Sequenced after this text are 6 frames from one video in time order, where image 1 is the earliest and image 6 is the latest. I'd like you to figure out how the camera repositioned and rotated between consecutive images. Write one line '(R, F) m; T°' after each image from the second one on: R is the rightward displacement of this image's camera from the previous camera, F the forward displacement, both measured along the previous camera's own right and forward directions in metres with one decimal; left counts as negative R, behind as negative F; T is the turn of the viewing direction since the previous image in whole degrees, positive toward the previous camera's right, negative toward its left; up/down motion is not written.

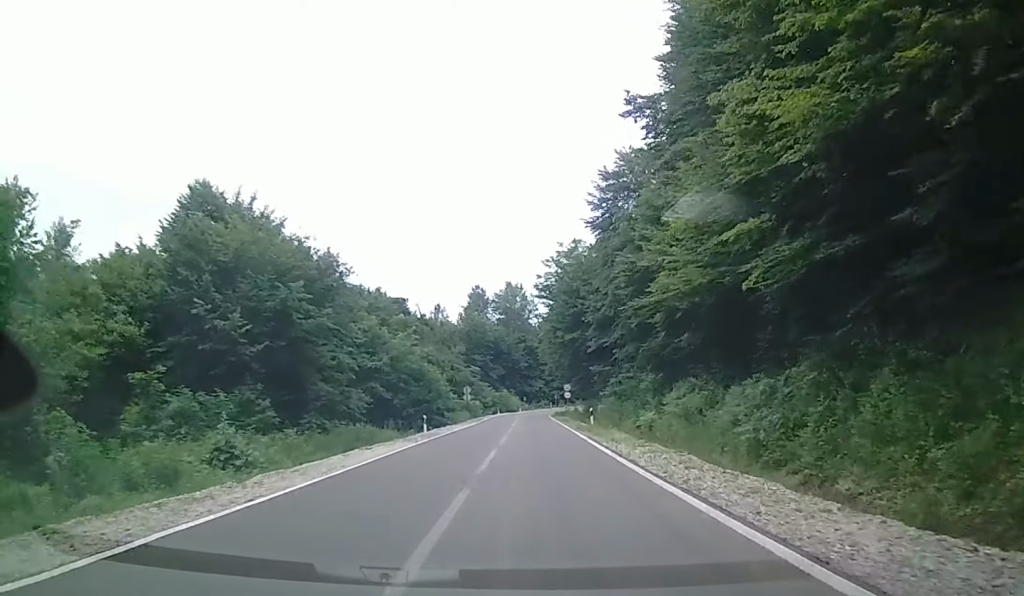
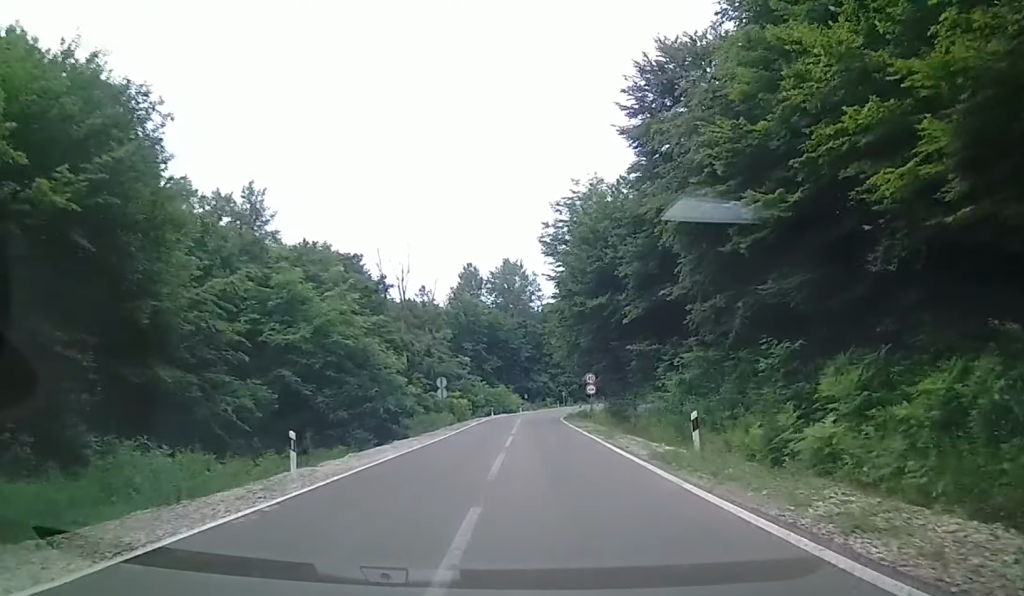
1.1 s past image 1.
(+1.2, +20.6) m; +7°
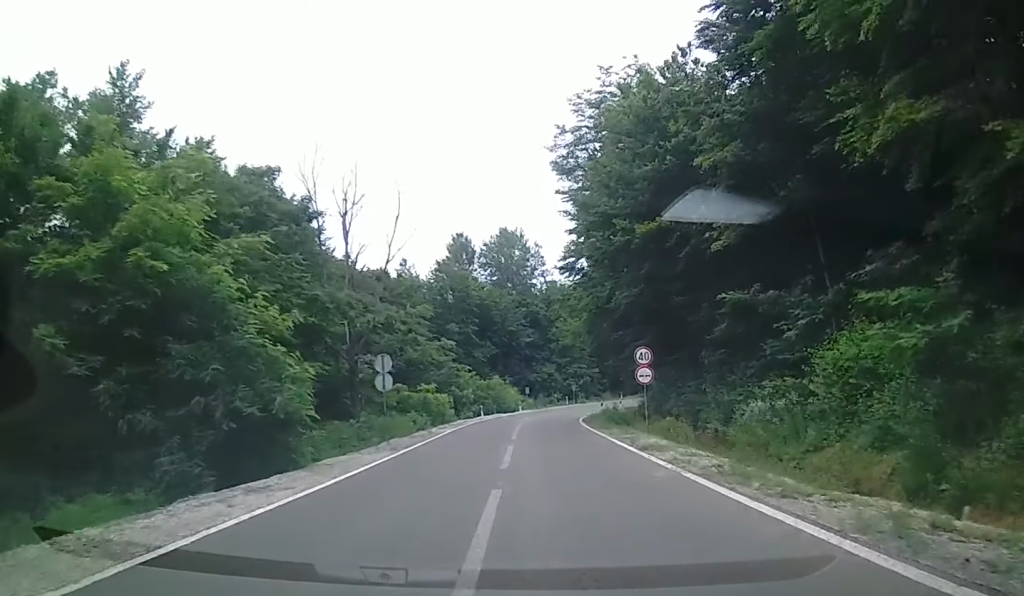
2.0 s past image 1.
(+1.2, +17.3) m; +5°
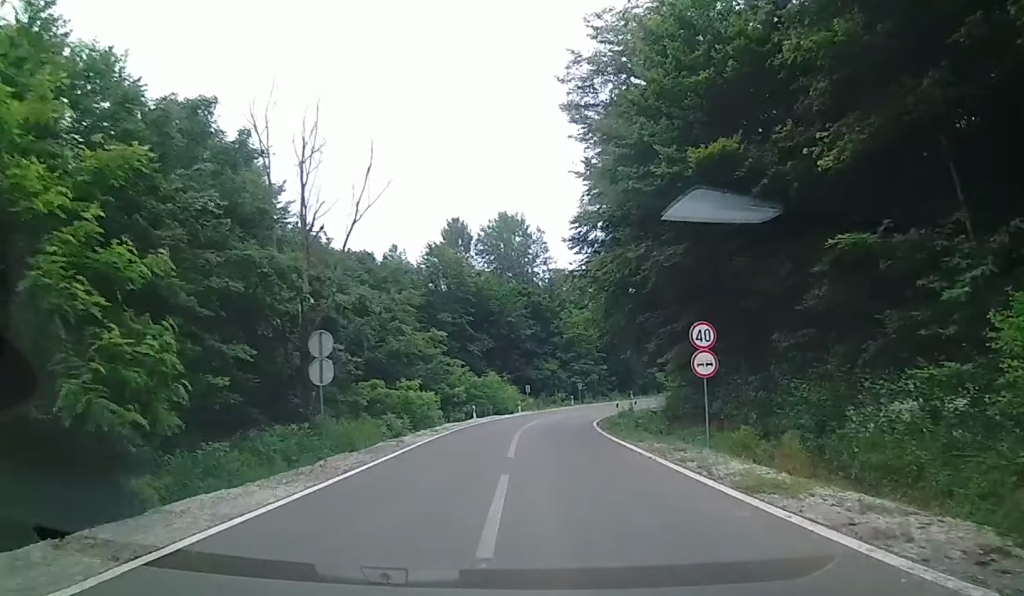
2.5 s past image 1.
(+0.2, +7.5) m; +1°
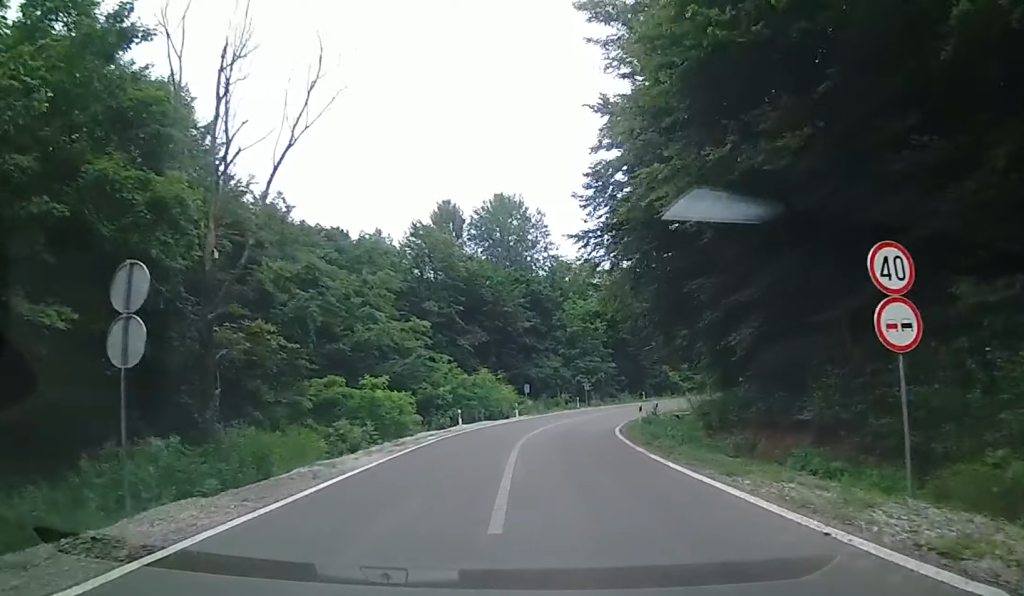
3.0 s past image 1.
(+0.1, +8.6) m; 0°
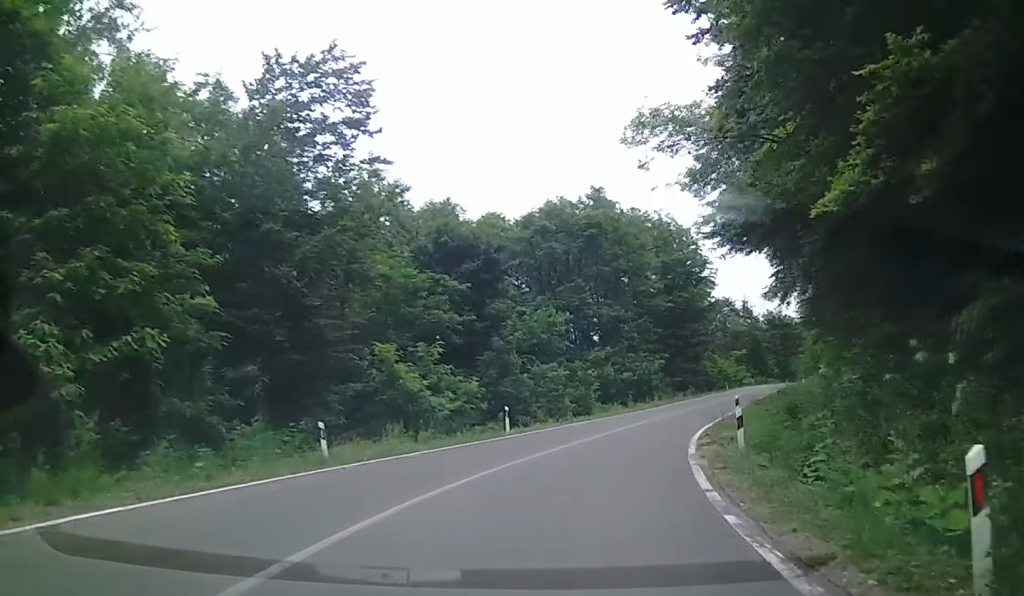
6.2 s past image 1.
(+0.2, +49.6) m; +12°
